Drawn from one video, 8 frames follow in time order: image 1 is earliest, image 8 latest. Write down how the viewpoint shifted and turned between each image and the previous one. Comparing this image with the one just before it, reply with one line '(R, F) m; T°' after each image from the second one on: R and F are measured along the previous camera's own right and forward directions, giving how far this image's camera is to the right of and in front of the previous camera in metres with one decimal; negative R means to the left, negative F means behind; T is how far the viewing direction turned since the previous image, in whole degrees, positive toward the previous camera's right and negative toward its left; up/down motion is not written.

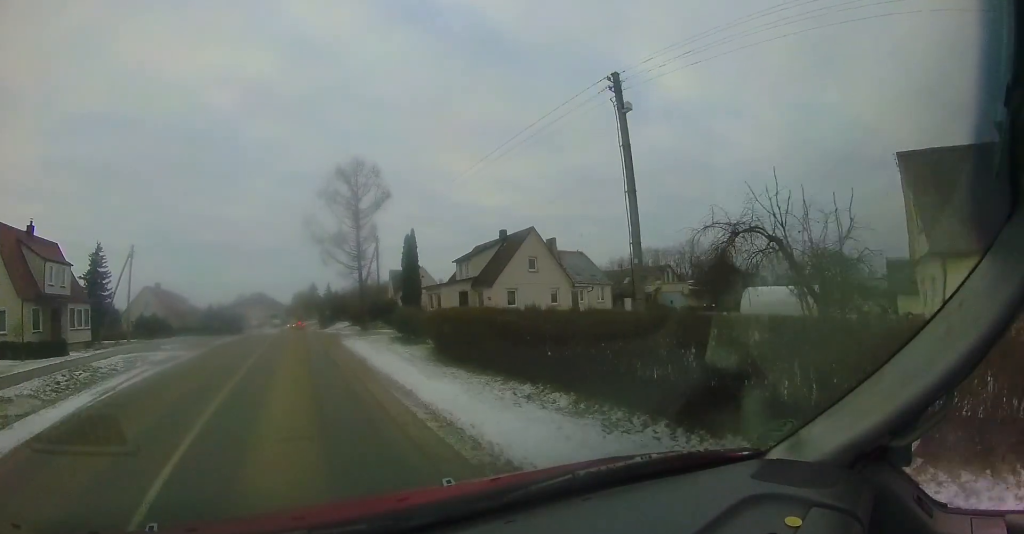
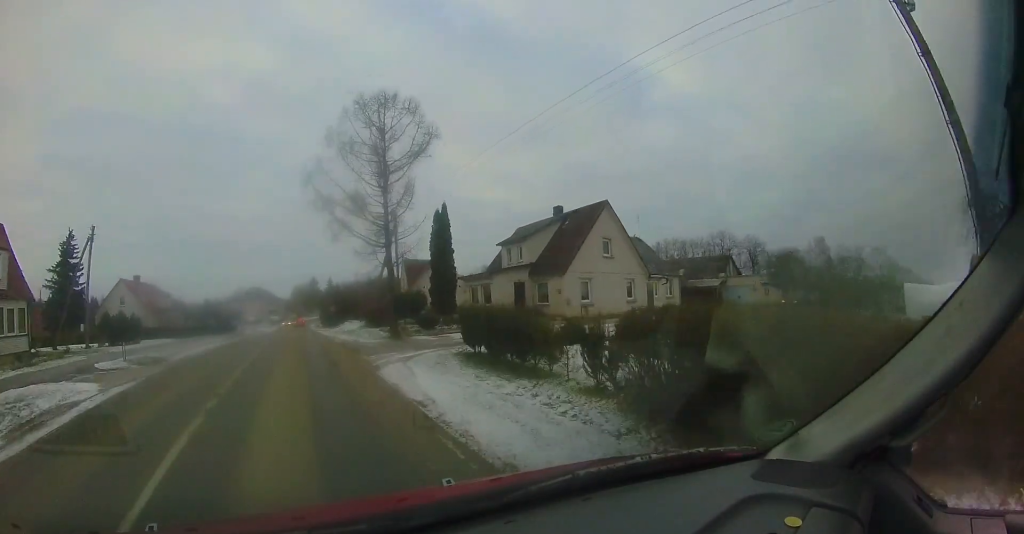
(-0.1, +8.3) m; 0°
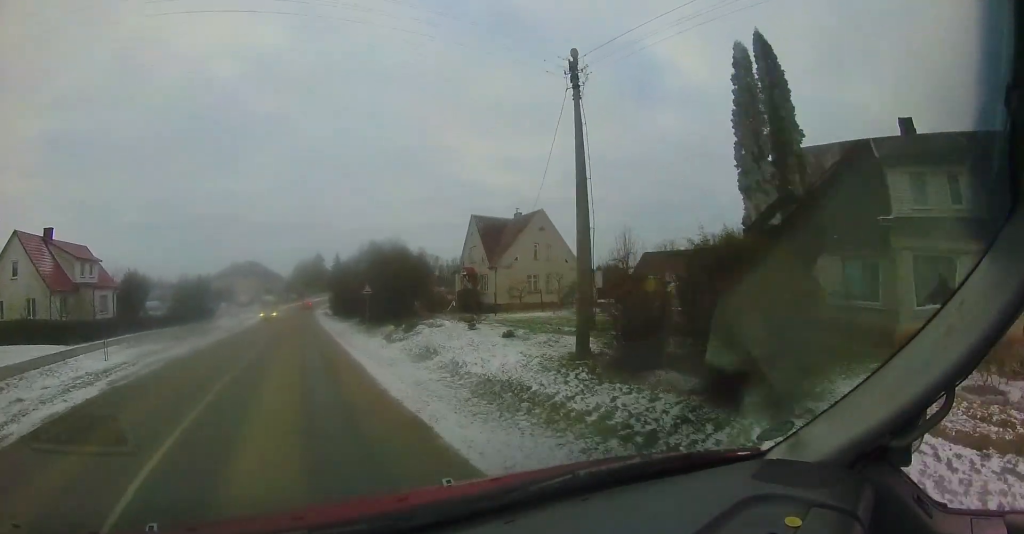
(+0.7, +21.8) m; +2°
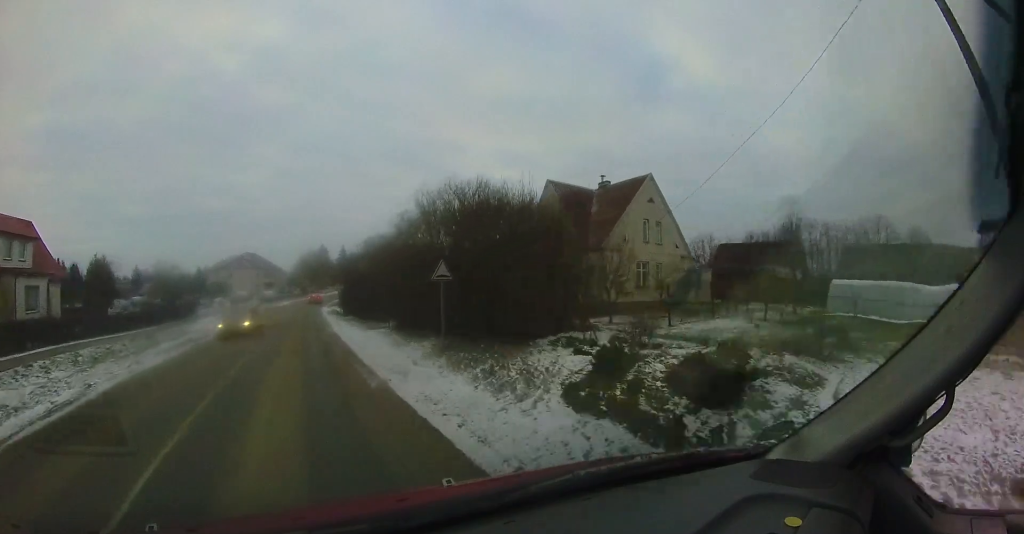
(0.0, +10.2) m; -1°
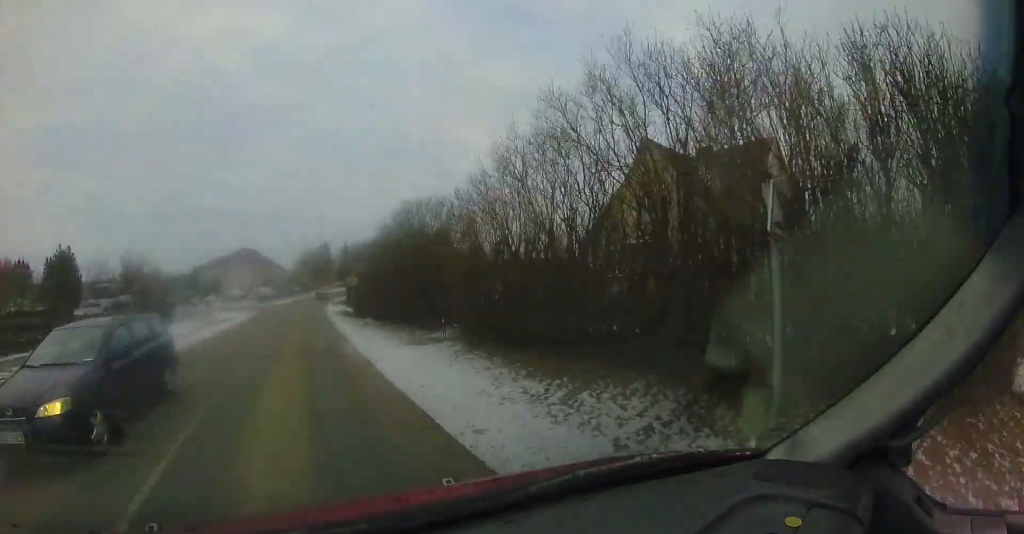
(-0.1, +7.5) m; +1°
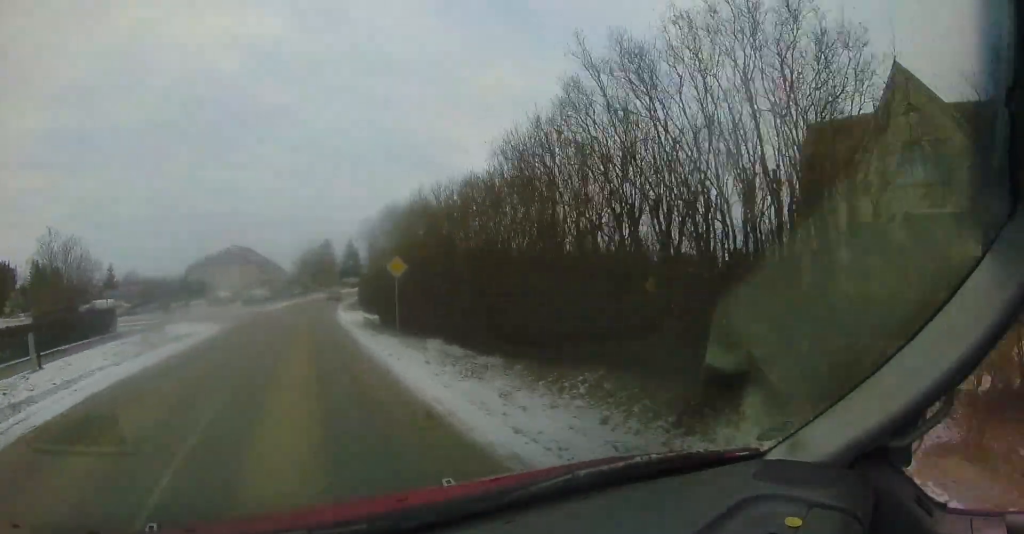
(+0.1, +11.4) m; +2°
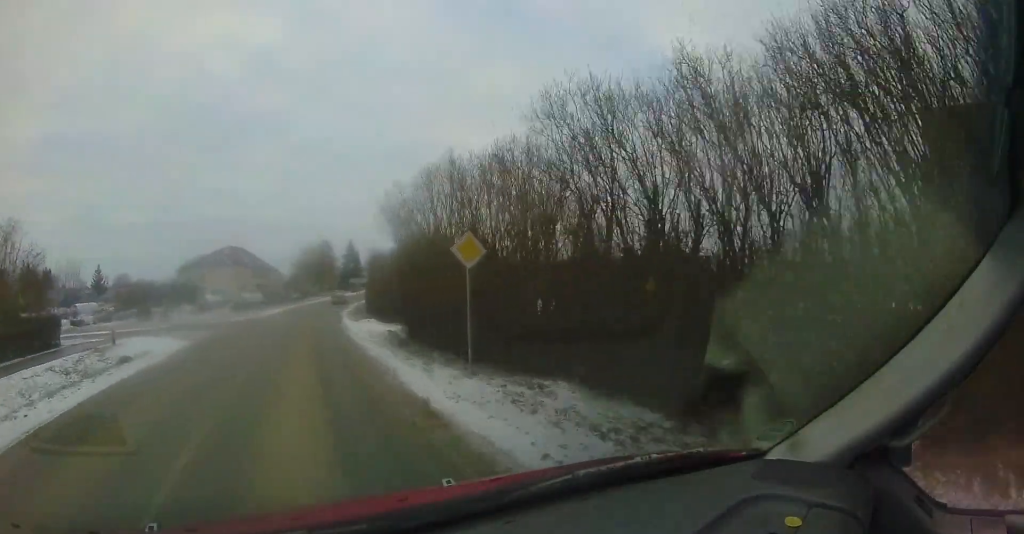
(+0.2, +5.9) m; +1°
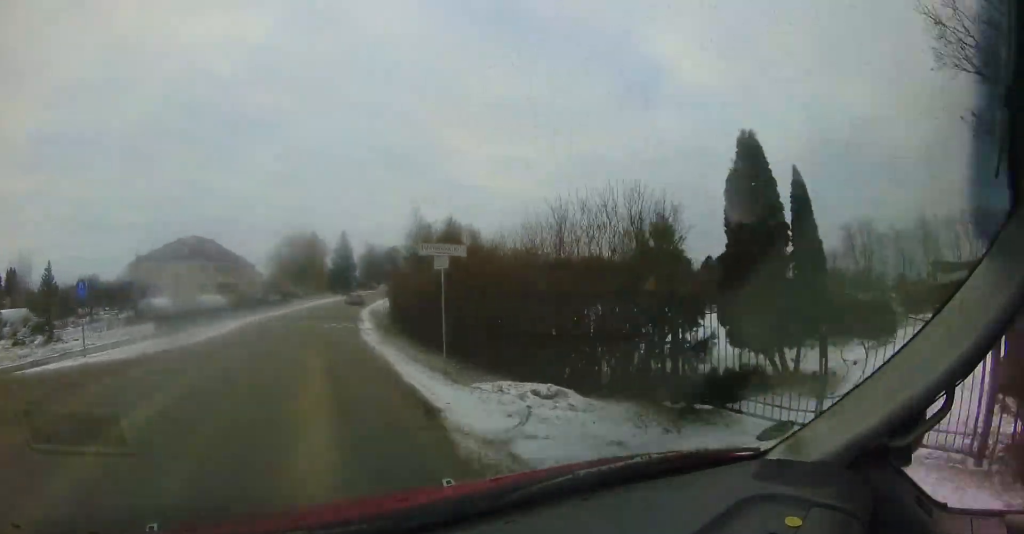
(0.0, +17.0) m; 0°
